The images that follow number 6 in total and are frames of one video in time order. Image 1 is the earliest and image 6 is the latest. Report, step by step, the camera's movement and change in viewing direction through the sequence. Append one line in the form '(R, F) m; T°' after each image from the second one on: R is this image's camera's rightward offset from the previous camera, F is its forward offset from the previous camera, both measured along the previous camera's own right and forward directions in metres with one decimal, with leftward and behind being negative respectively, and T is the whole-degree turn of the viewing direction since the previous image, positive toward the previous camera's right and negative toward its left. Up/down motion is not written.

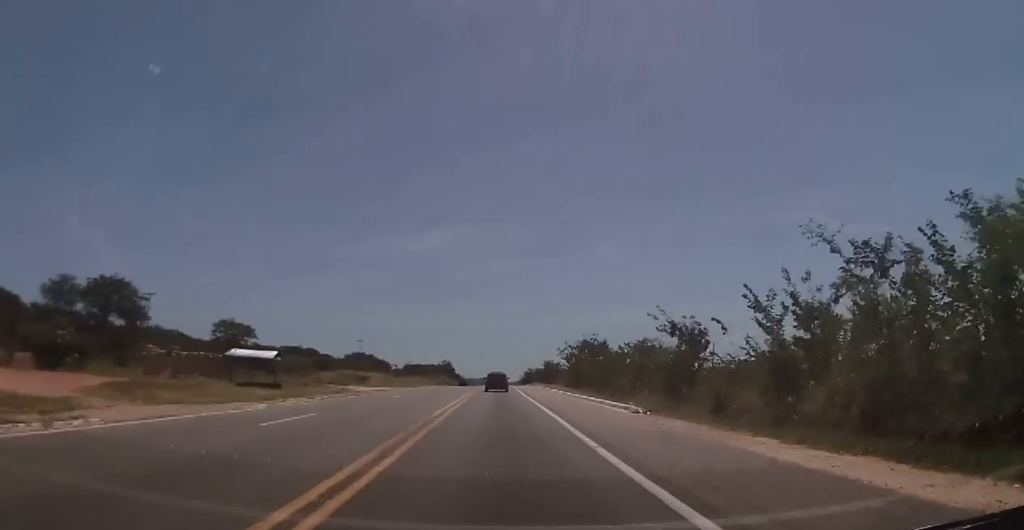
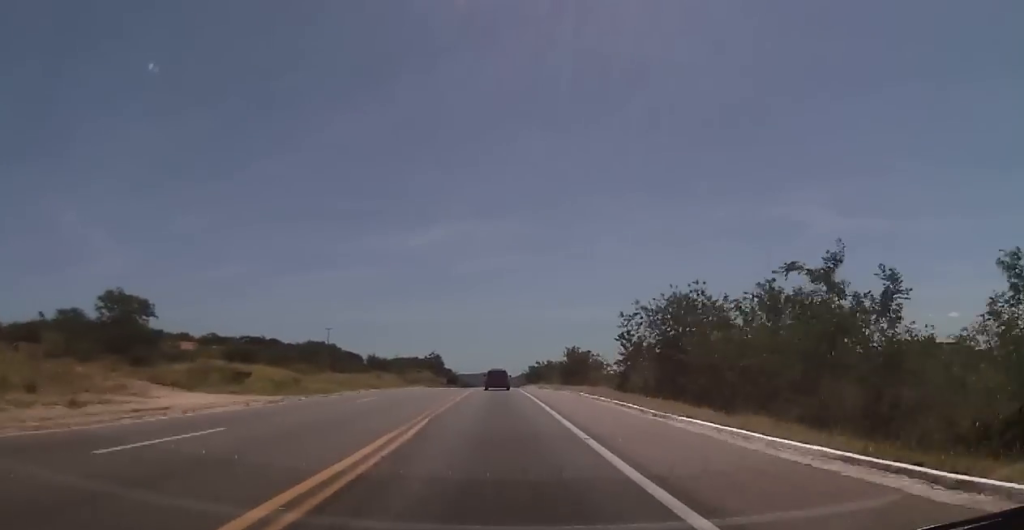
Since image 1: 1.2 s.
(0.0, +43.3) m; 0°
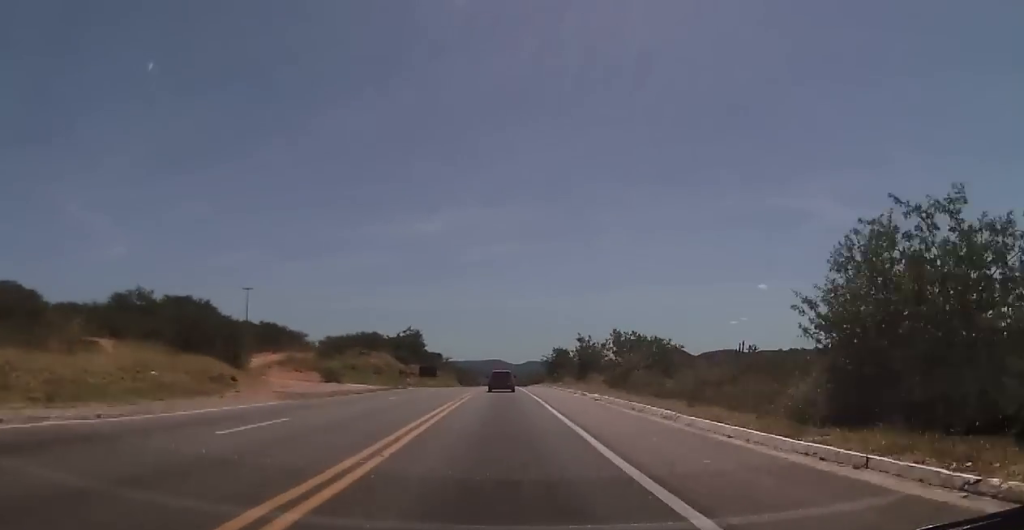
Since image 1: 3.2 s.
(0.0, +68.4) m; 0°
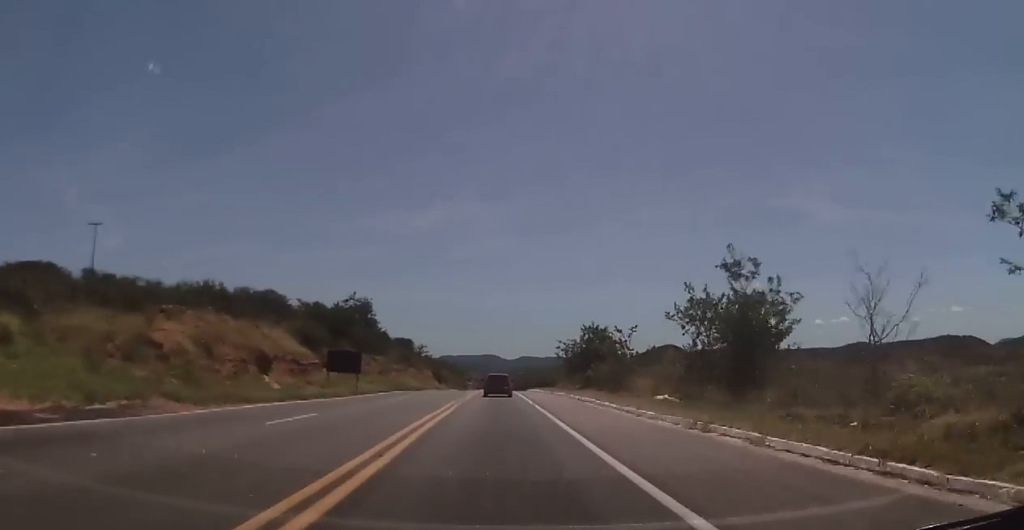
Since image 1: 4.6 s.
(0.0, +50.4) m; 0°
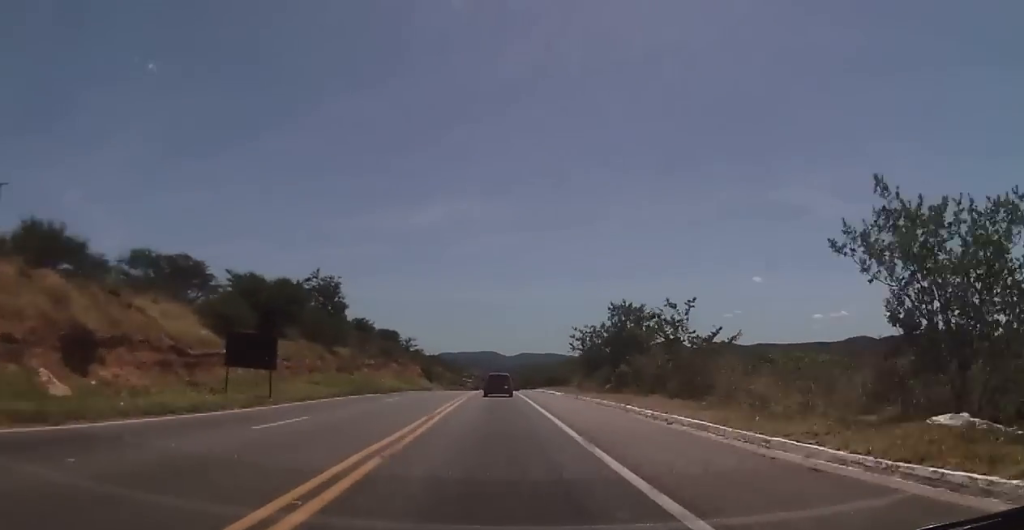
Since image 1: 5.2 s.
(0.0, +18.4) m; 0°
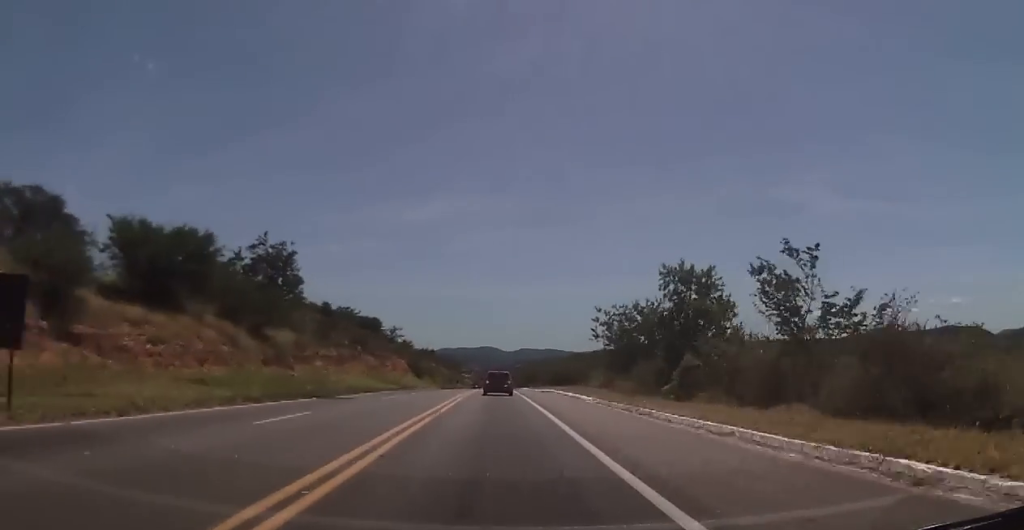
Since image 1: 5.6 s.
(0.0, +16.1) m; 0°
